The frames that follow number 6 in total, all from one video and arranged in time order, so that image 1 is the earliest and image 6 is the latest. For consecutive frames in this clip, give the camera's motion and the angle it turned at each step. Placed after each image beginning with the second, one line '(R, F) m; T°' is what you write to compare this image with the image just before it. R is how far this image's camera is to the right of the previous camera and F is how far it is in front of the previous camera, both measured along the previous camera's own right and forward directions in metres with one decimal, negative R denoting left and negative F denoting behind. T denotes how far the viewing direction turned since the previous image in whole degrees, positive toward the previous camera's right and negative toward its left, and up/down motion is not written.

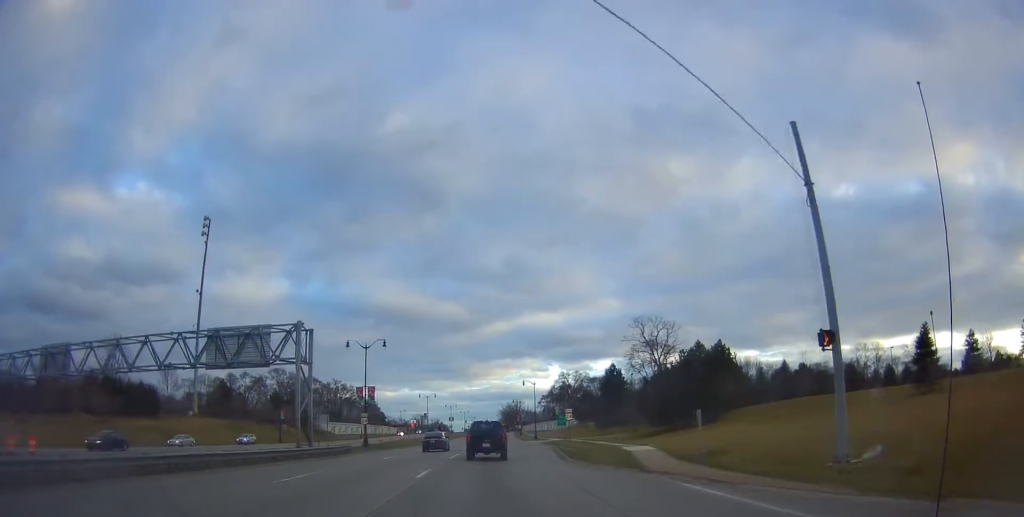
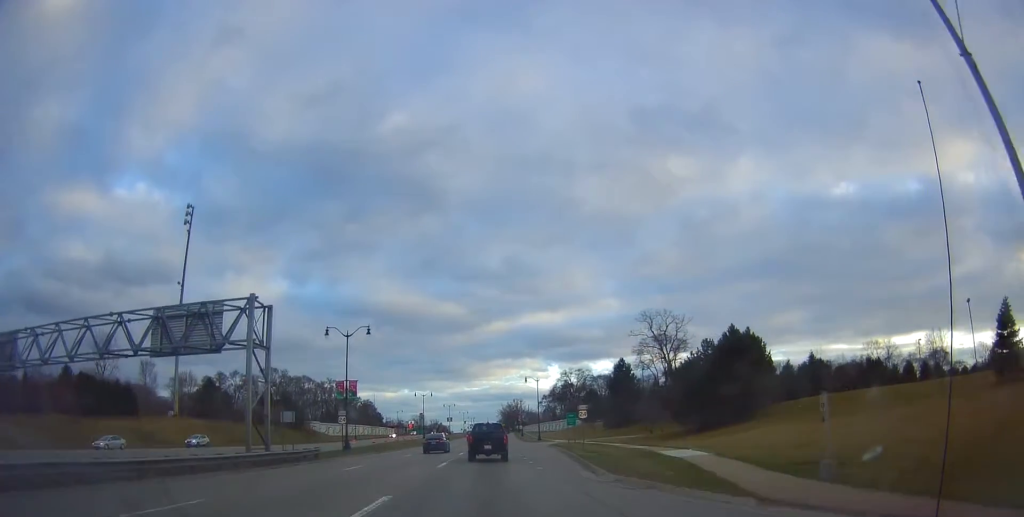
(0.0, +8.0) m; 0°
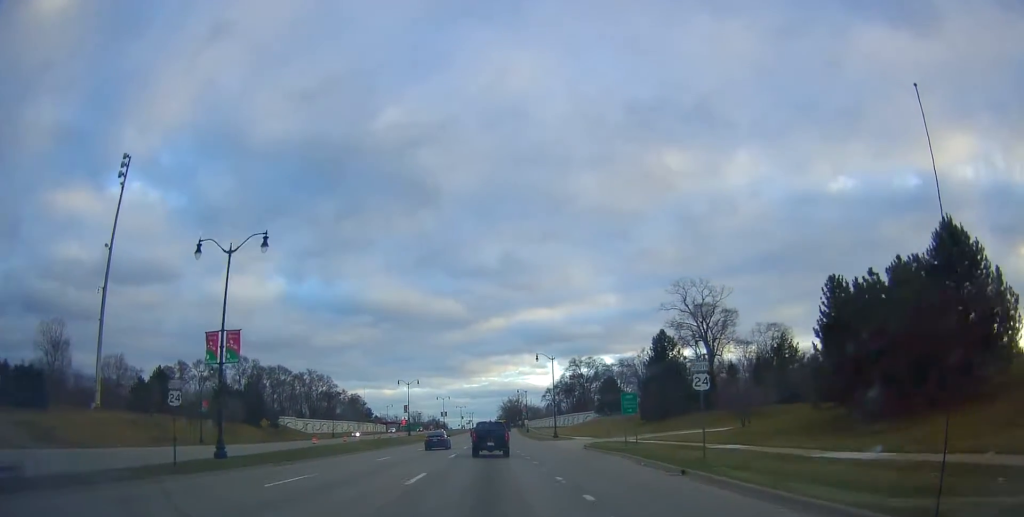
(0.0, +25.3) m; 0°
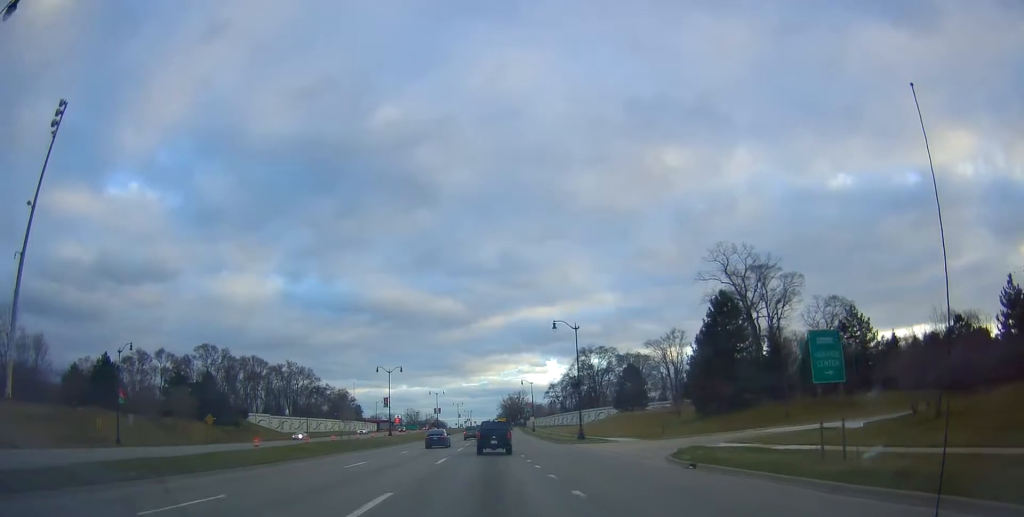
(0.0, +20.9) m; 0°
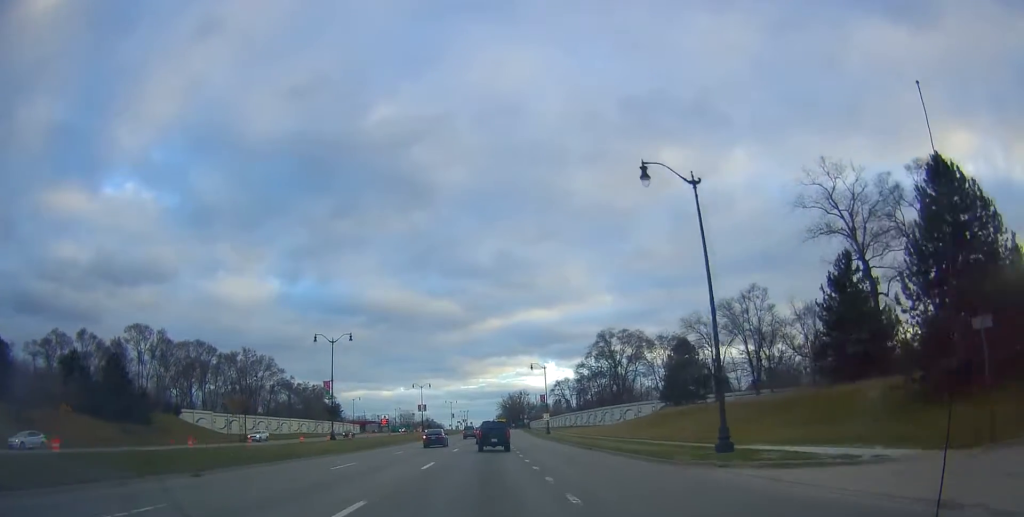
(0.0, +32.6) m; 0°
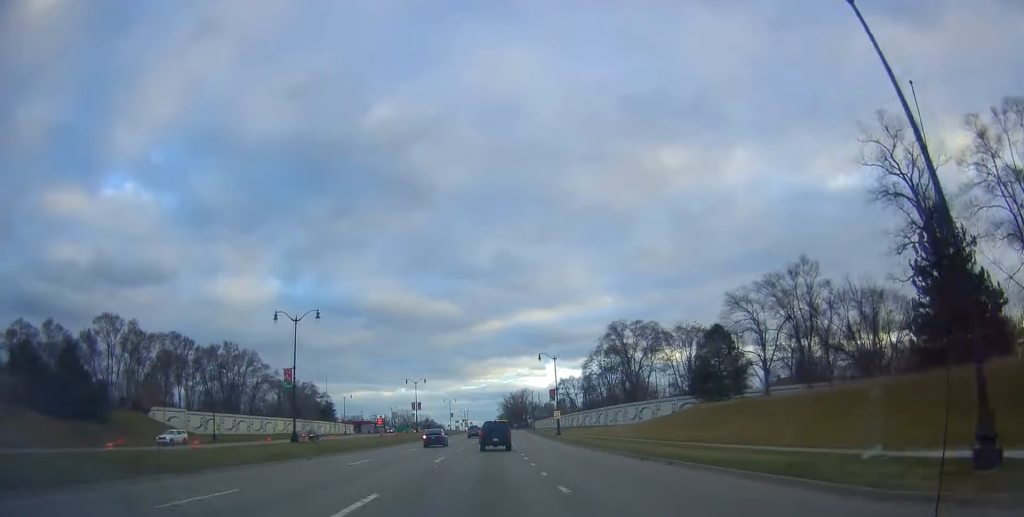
(0.0, +12.1) m; 0°
